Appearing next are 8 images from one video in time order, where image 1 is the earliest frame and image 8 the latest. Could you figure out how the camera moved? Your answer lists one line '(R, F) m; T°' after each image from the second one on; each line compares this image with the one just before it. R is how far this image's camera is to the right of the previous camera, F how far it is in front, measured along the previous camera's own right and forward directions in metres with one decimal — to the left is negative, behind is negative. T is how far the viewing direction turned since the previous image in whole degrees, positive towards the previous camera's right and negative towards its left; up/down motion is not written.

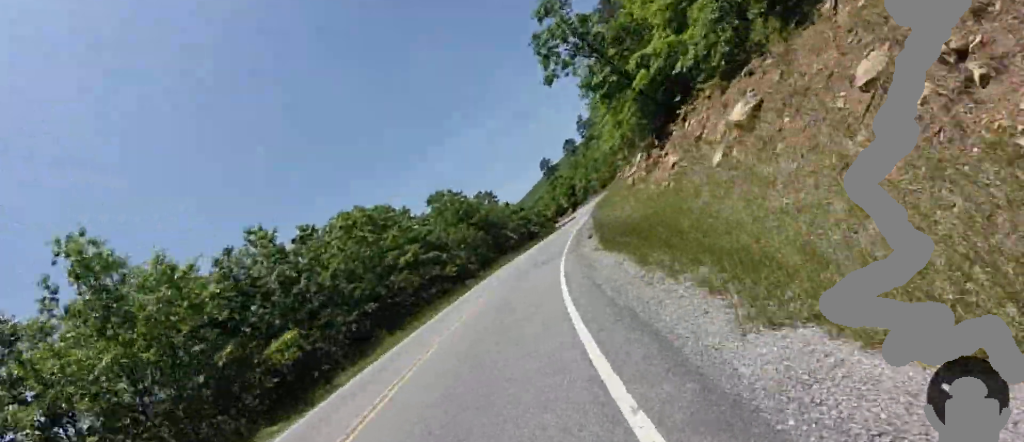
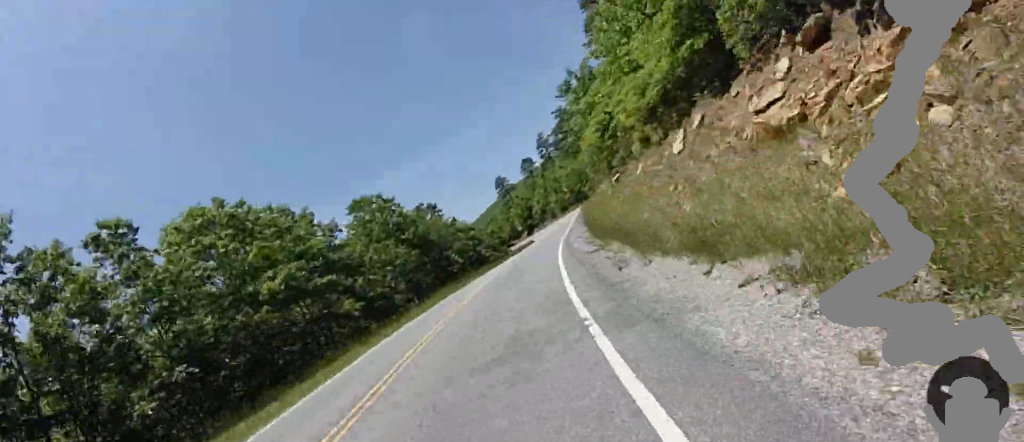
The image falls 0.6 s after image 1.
(-0.8, +12.8) m; -4°
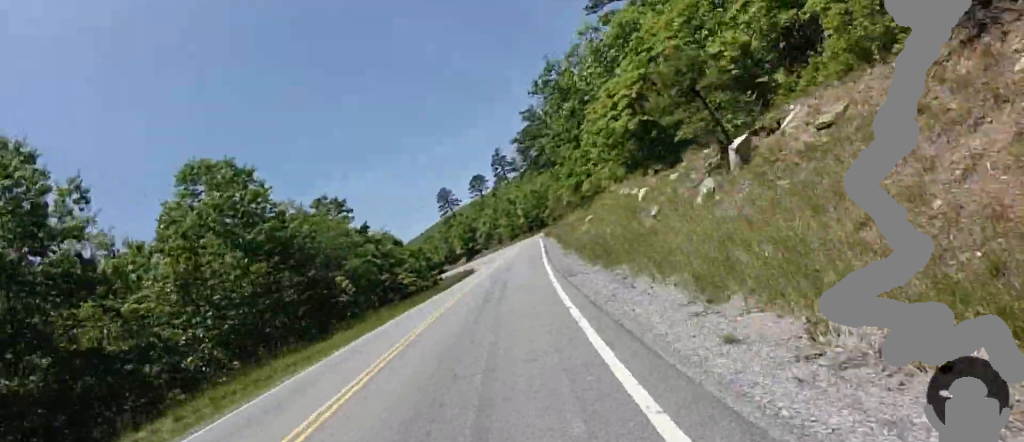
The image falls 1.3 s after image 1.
(-0.2, +16.1) m; 0°
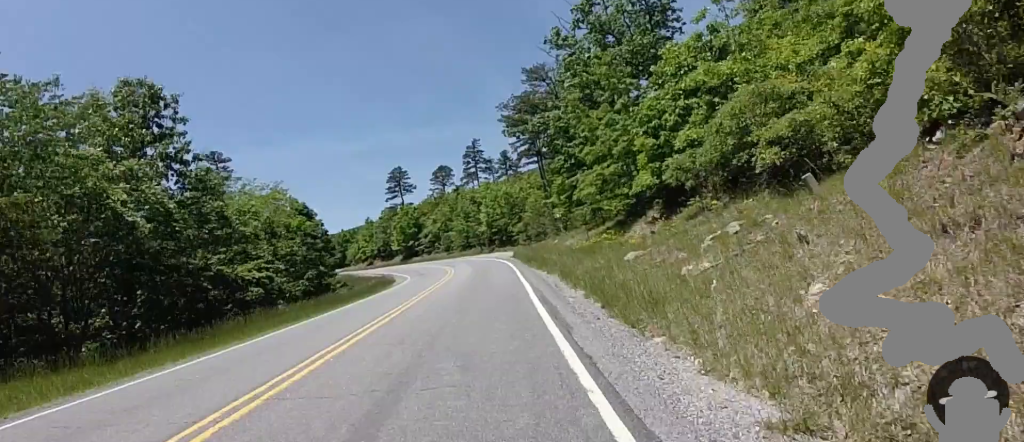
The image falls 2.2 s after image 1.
(+0.2, +18.7) m; -3°
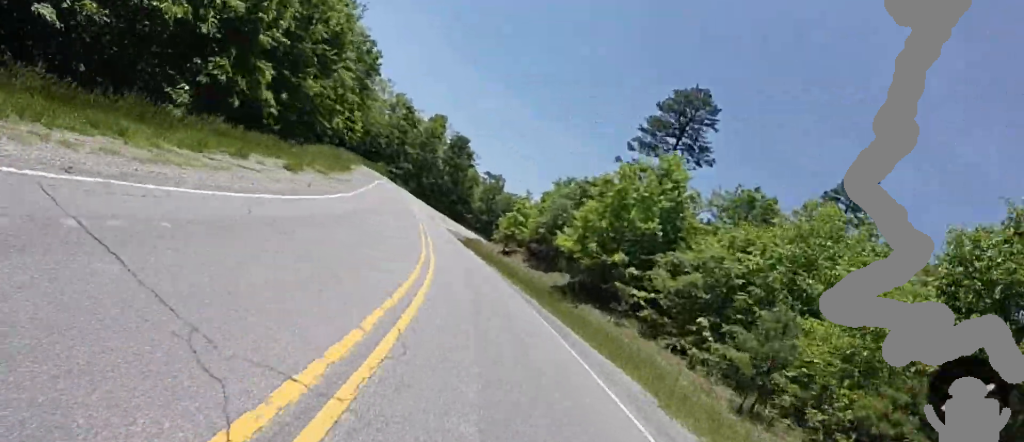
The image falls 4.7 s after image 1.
(-6.2, +53.9) m; -17°
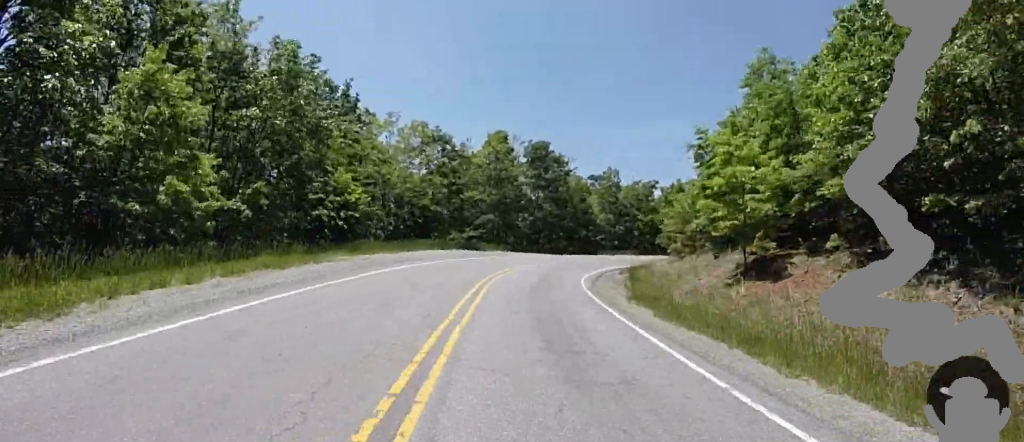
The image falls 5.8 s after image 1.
(-3.3, +24.1) m; -7°
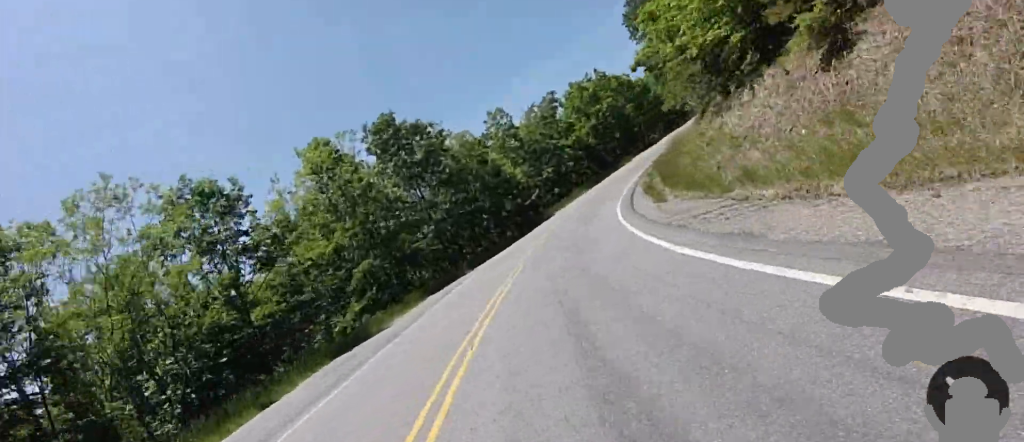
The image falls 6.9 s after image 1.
(+0.8, +20.5) m; +11°
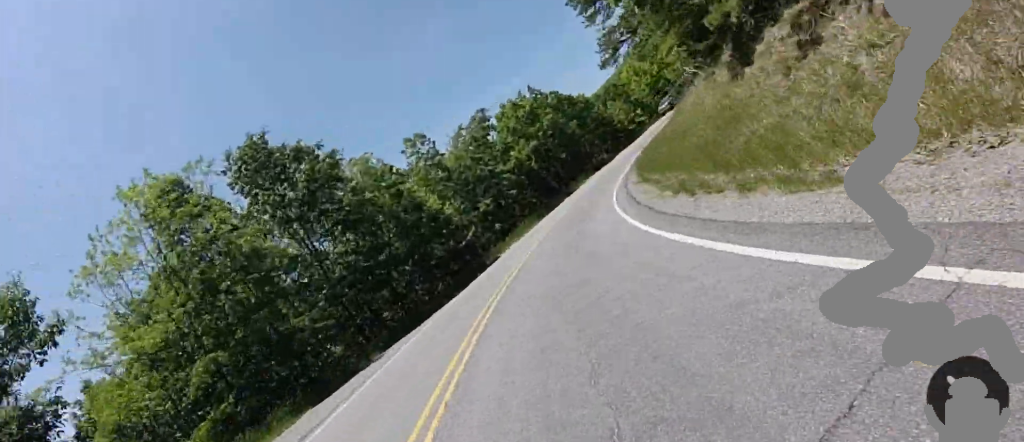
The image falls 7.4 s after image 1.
(+1.1, +10.2) m; +8°
